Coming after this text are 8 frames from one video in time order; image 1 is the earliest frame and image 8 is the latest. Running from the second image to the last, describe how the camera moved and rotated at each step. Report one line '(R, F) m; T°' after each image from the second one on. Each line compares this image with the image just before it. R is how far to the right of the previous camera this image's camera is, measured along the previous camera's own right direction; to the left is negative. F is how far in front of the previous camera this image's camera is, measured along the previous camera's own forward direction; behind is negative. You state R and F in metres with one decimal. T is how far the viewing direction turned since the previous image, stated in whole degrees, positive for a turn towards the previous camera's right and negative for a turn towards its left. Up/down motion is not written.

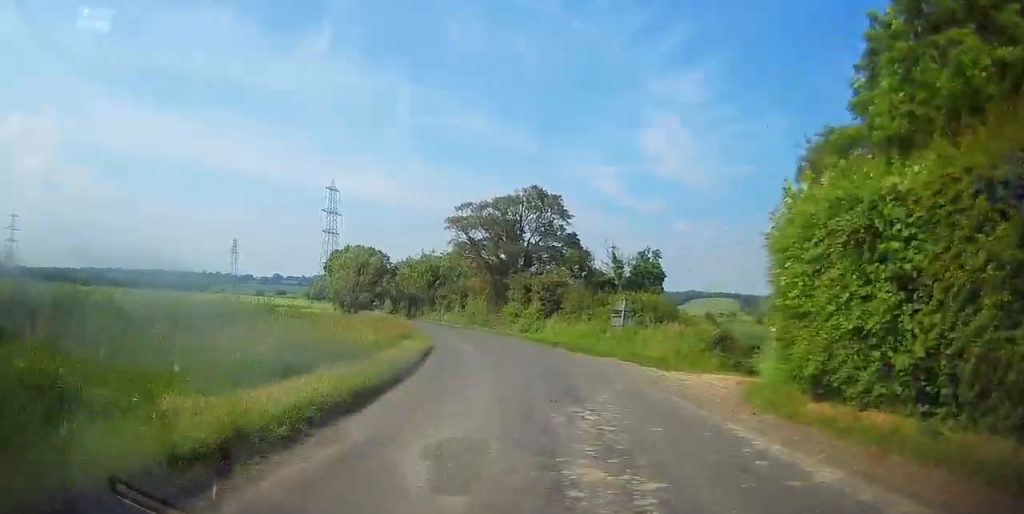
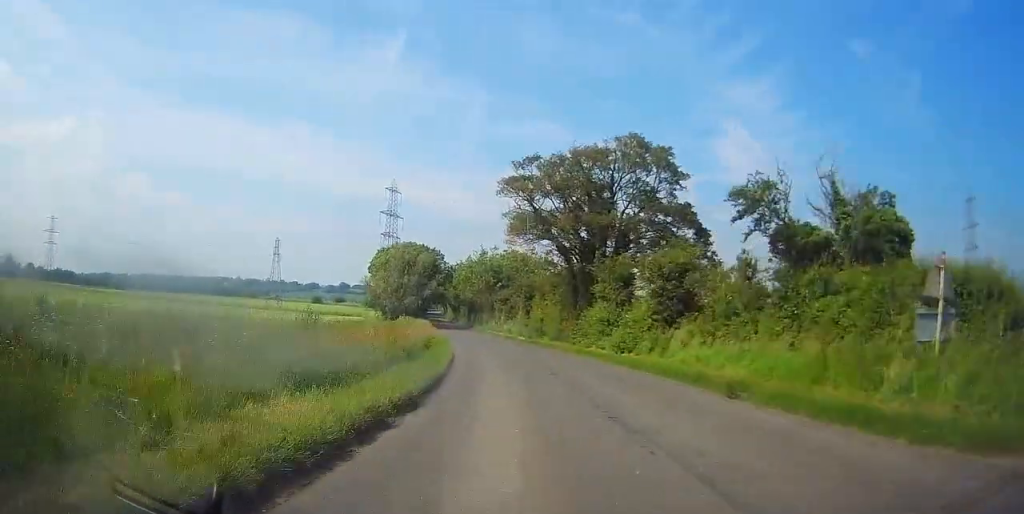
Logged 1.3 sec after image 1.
(-0.9, +19.3) m; -6°
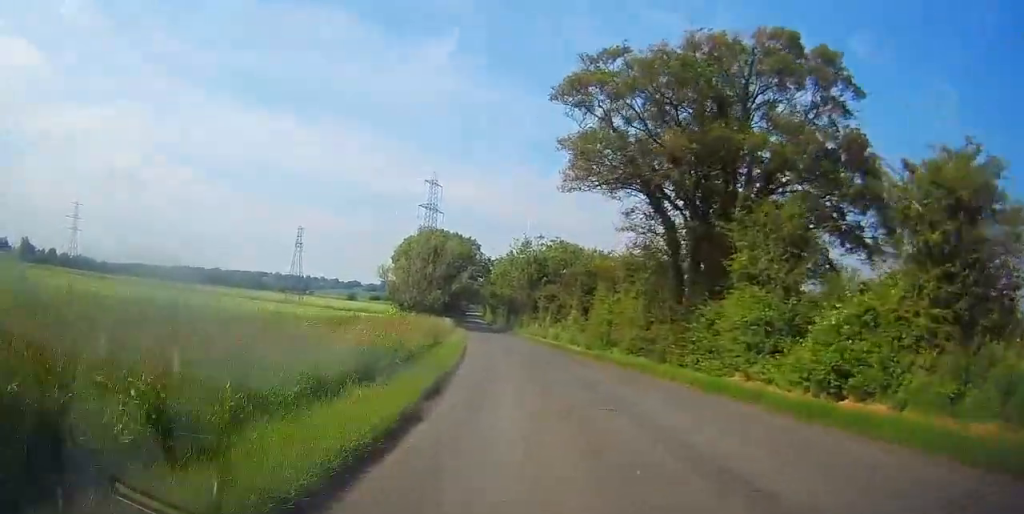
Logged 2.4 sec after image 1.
(-0.9, +16.7) m; -4°
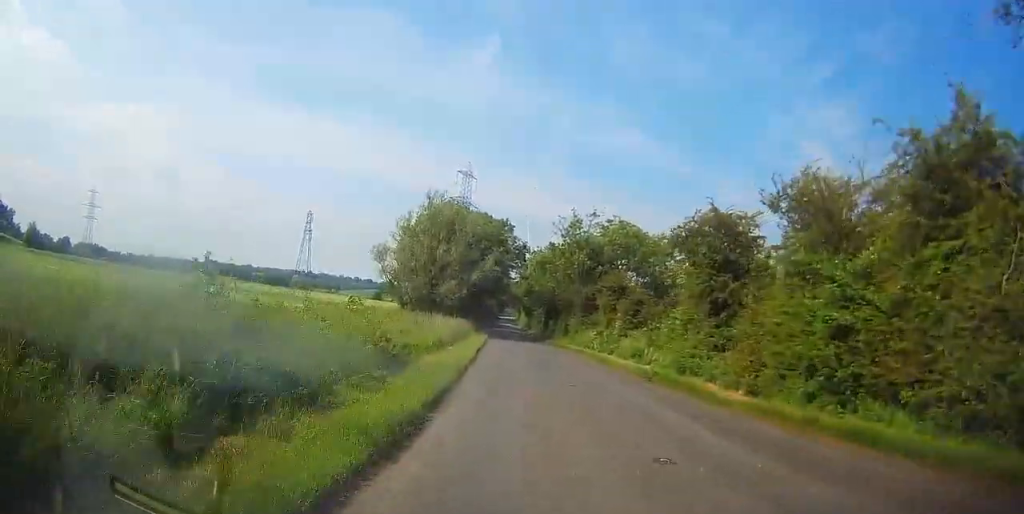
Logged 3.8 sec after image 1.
(-0.2, +21.4) m; -1°
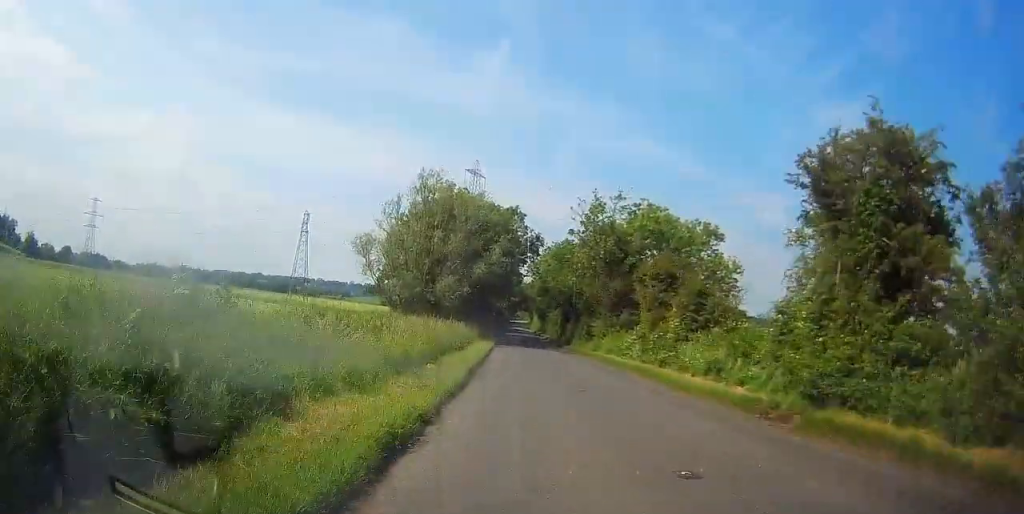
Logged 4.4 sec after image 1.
(0.0, +9.8) m; 0°
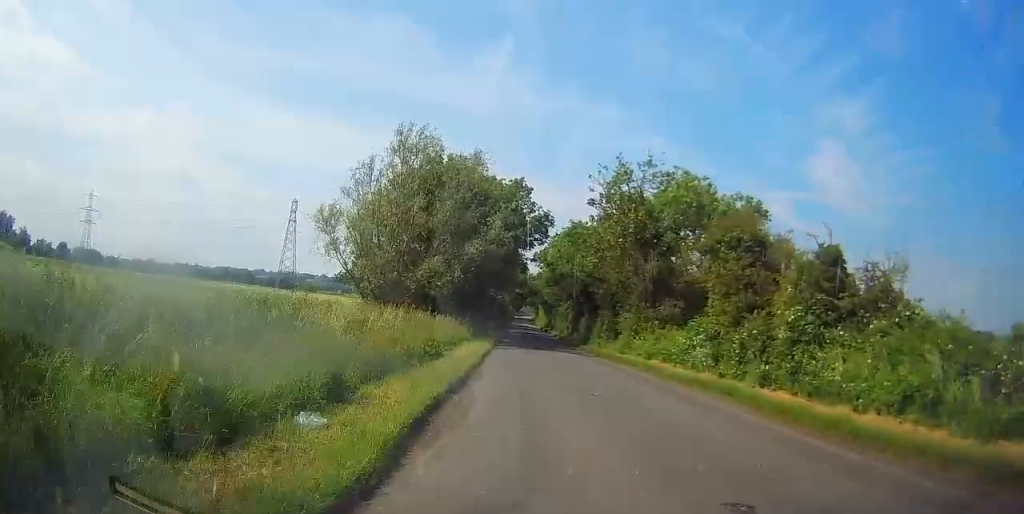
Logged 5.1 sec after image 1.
(0.0, +10.4) m; -1°
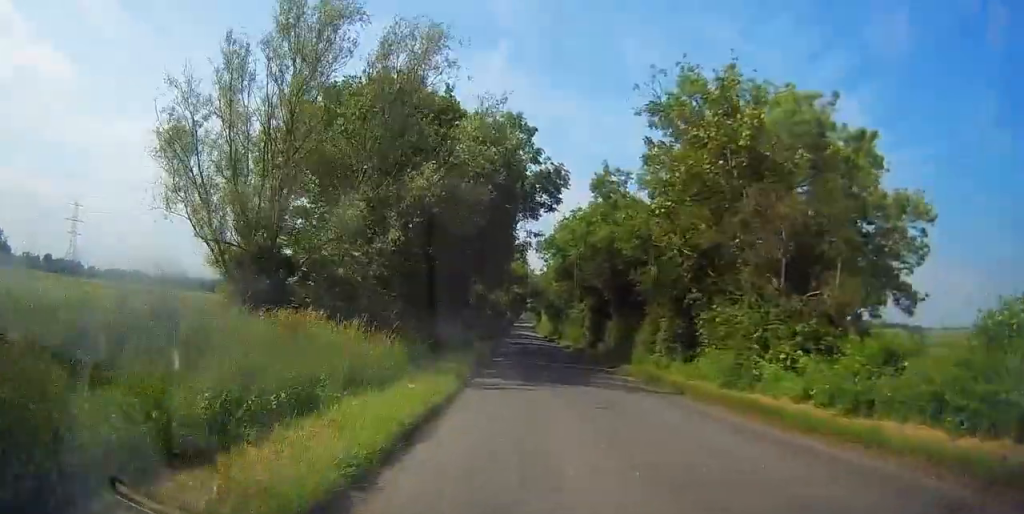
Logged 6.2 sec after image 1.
(-0.2, +18.2) m; -2°
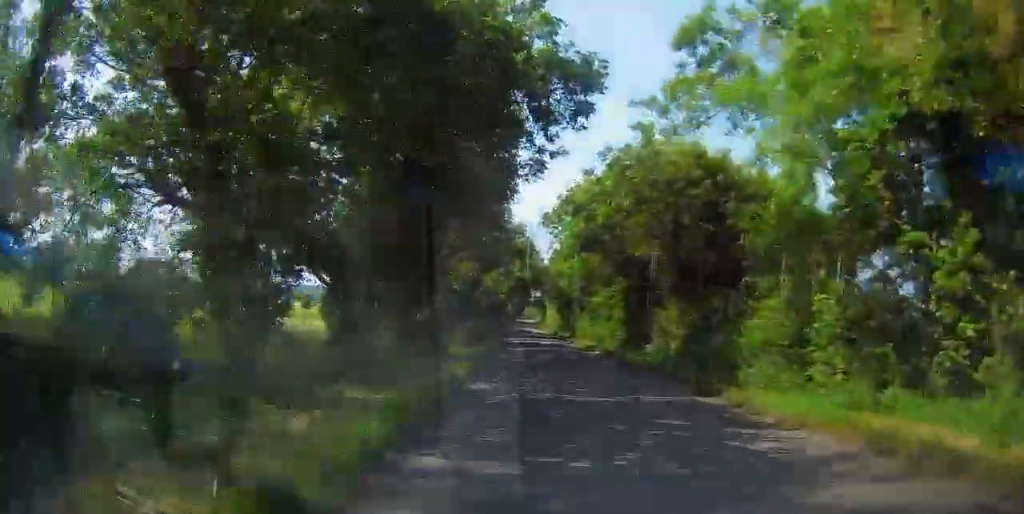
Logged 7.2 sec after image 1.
(-0.3, +14.5) m; 0°
